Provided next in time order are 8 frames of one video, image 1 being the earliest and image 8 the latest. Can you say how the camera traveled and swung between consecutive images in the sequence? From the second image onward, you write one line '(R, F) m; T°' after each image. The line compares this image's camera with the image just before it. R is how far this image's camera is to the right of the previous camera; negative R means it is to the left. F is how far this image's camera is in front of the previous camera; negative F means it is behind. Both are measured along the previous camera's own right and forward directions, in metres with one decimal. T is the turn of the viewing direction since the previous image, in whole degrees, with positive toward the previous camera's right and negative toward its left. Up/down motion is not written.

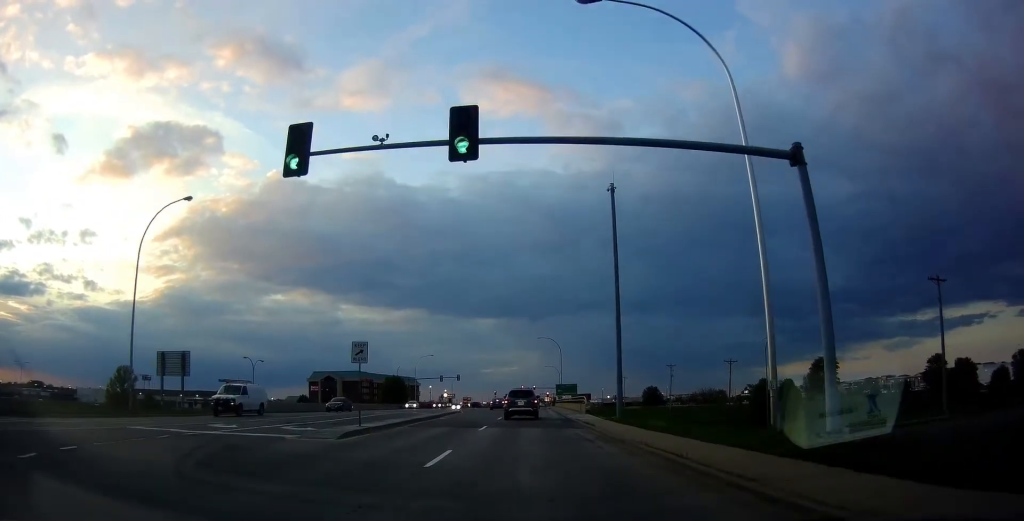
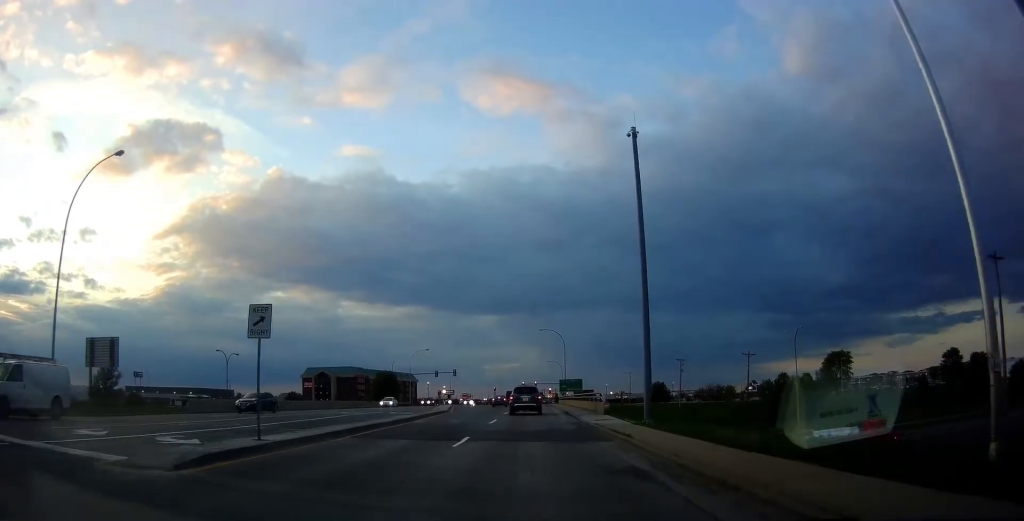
(0.0, +8.5) m; 0°
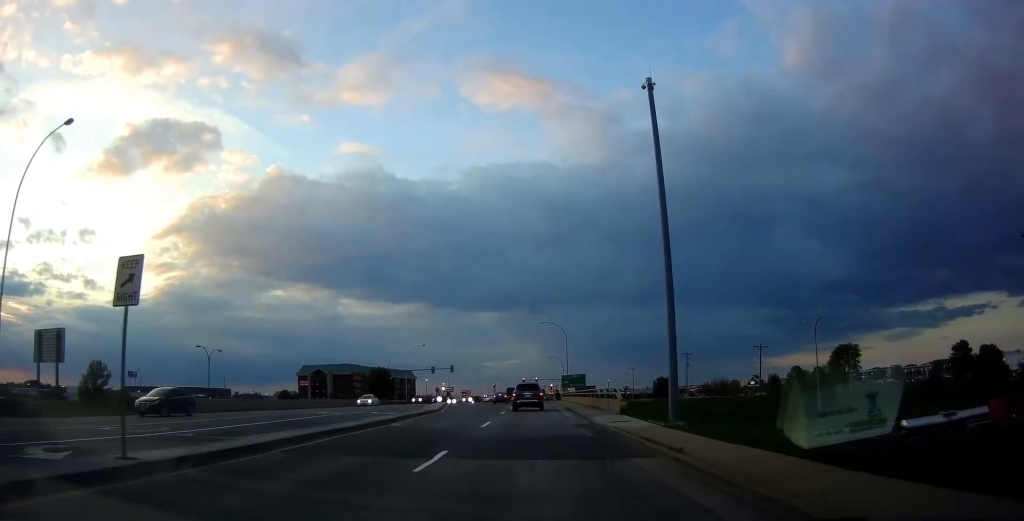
(0.0, +5.1) m; 0°
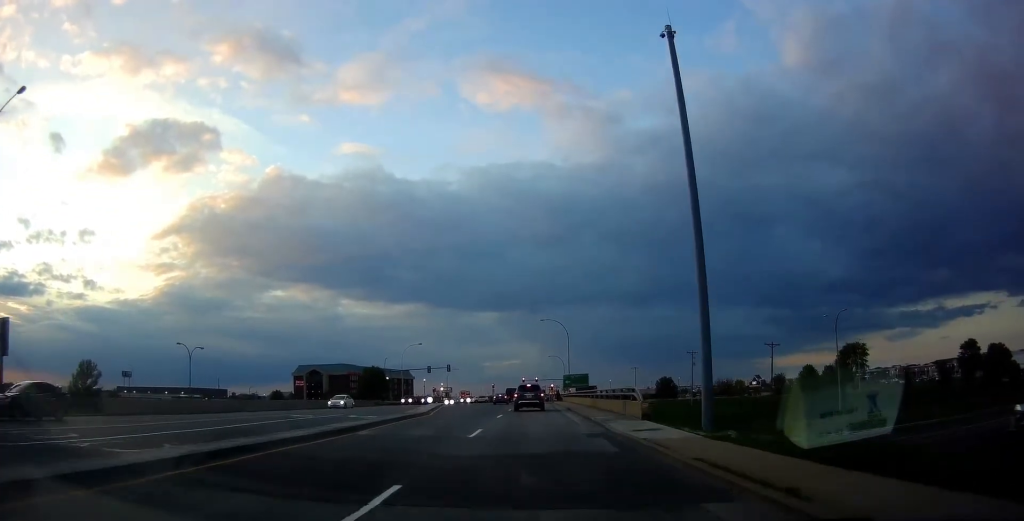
(0.0, +4.8) m; 0°
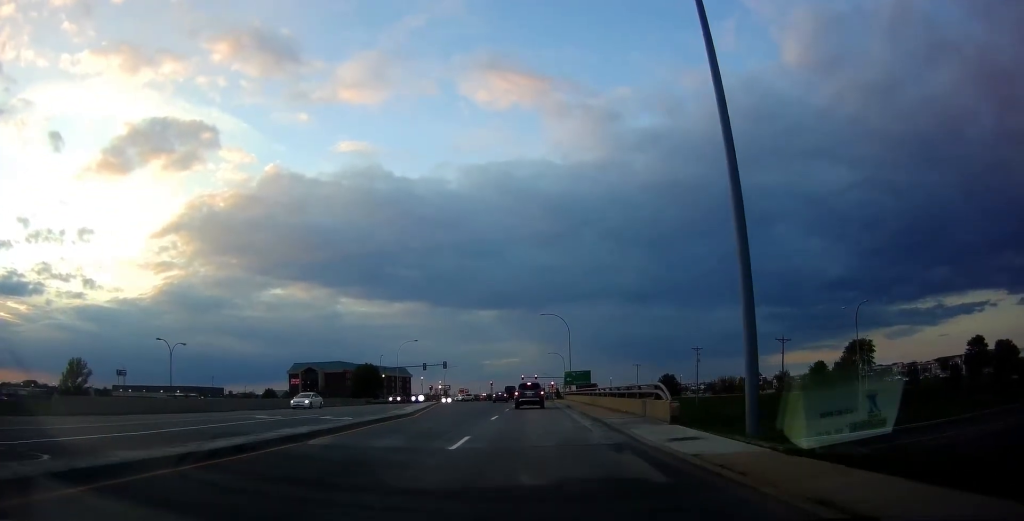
(0.0, +4.3) m; 0°
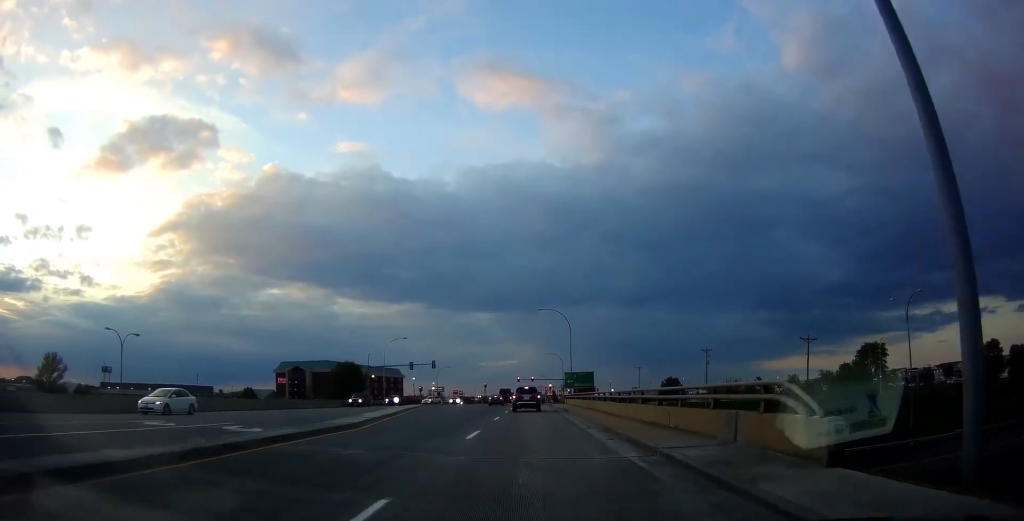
(0.0, +8.9) m; 0°
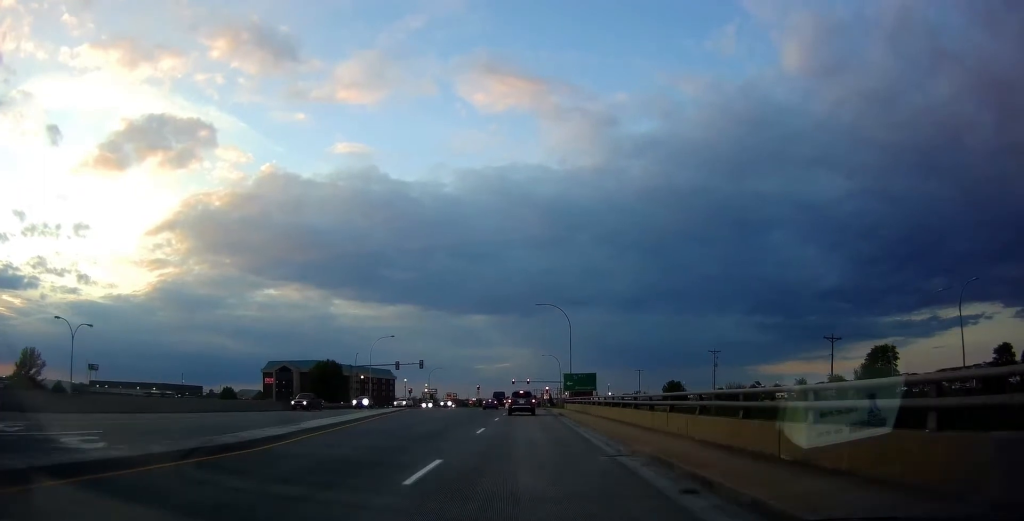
(0.0, +7.7) m; 0°
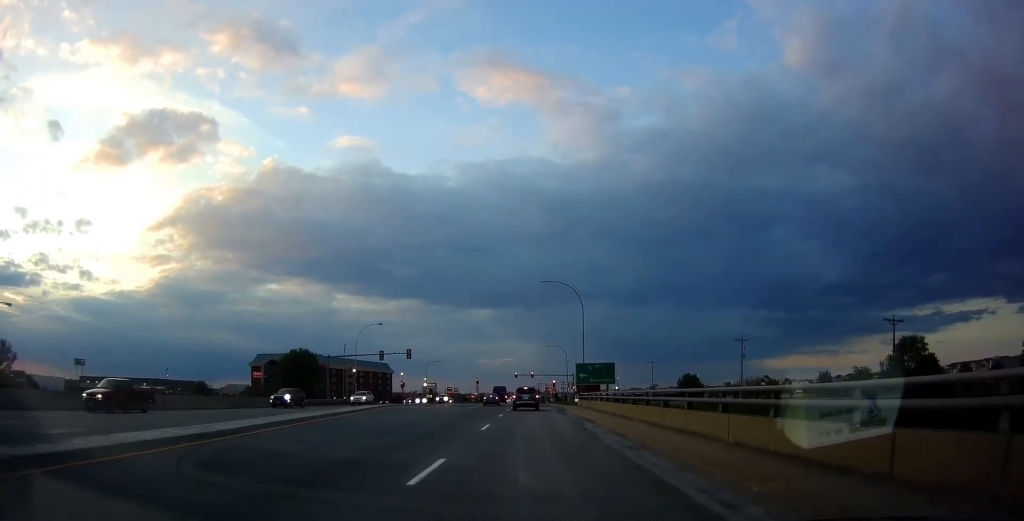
(0.0, +12.4) m; 0°
